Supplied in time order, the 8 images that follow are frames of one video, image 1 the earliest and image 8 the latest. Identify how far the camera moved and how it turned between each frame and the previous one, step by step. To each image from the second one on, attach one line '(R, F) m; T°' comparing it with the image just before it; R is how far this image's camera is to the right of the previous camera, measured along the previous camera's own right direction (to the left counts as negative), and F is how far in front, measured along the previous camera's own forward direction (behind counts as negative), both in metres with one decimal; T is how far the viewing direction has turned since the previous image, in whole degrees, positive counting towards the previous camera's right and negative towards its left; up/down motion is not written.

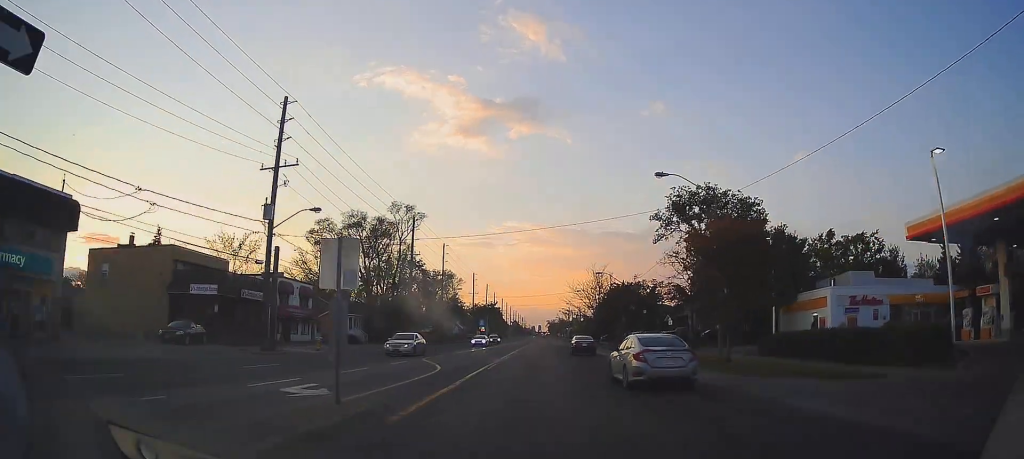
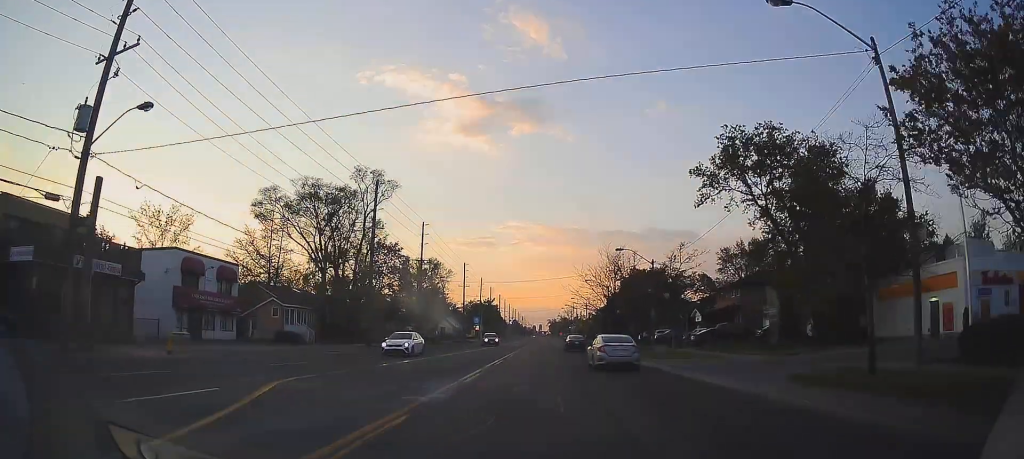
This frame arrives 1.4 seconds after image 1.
(+0.1, +16.4) m; -1°
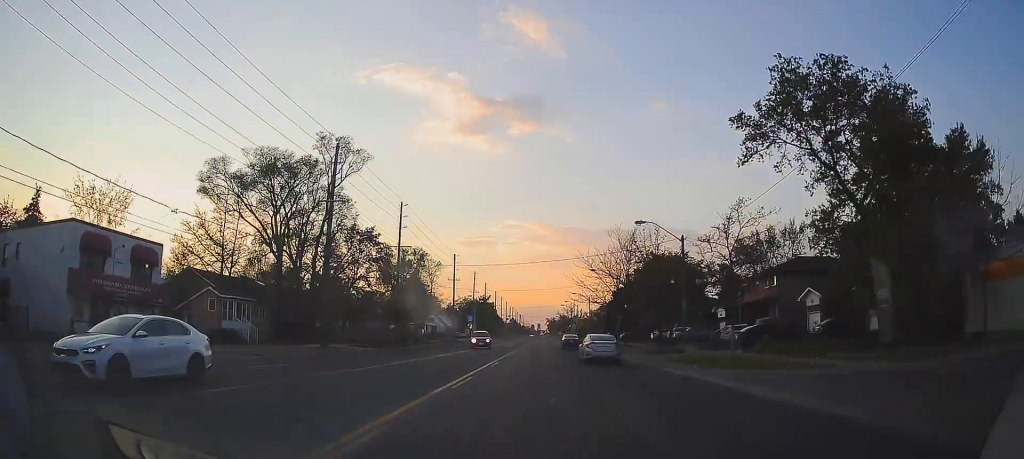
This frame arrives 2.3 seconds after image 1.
(-0.2, +10.8) m; -1°
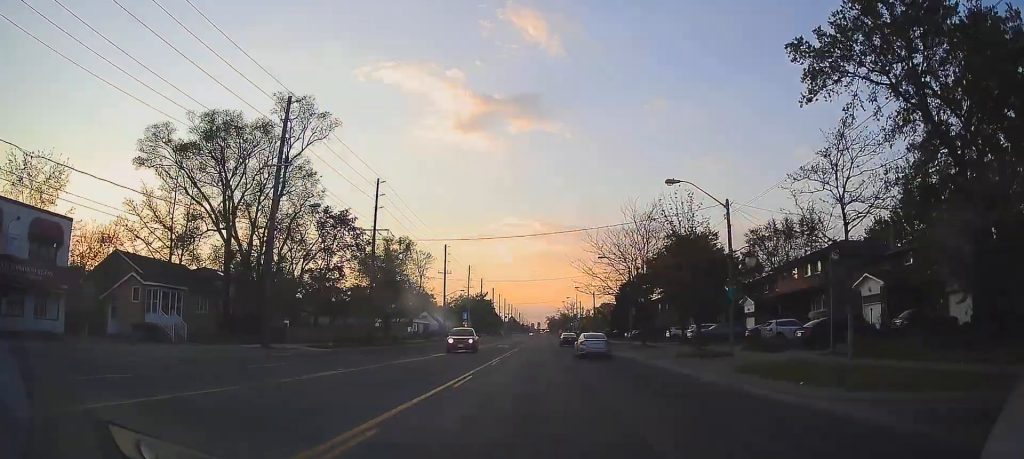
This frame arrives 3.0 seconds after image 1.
(0.0, +9.5) m; 0°
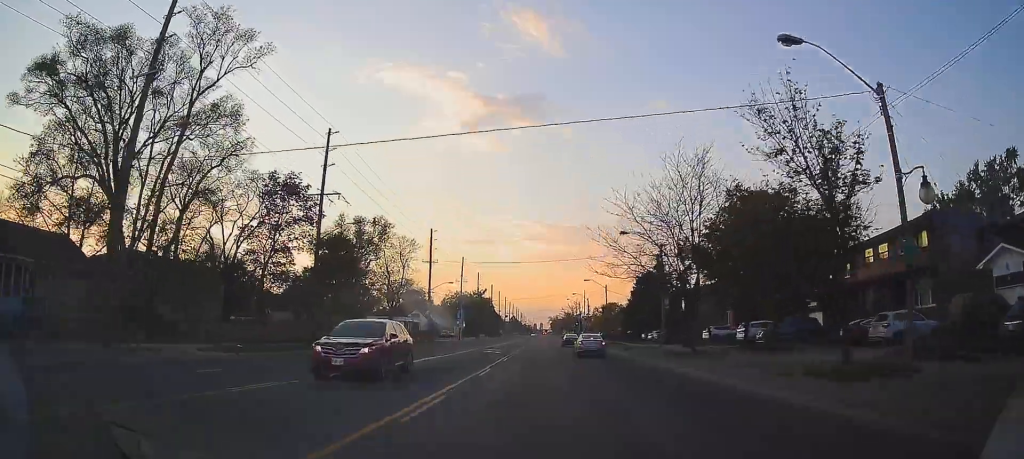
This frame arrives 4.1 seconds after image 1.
(+0.2, +14.2) m; +2°
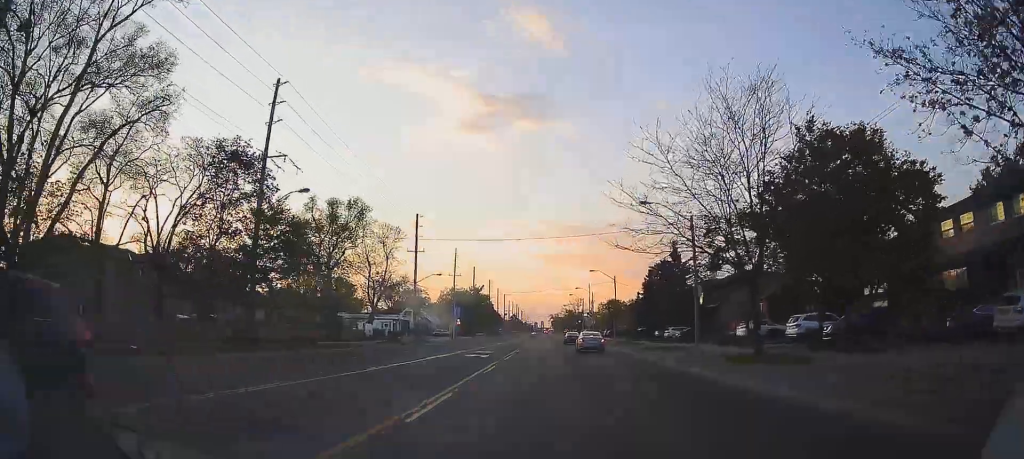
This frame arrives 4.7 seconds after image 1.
(+0.2, +8.6) m; 0°
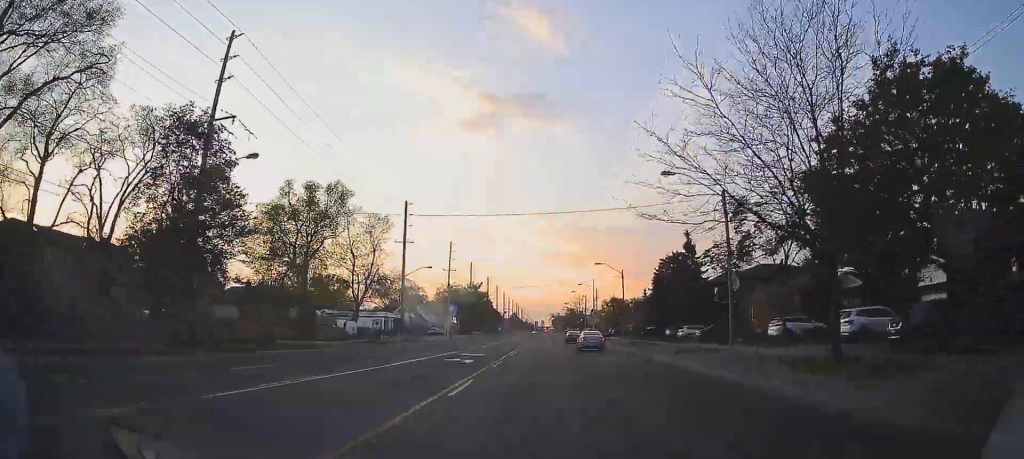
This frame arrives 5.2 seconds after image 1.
(0.0, +6.4) m; 0°
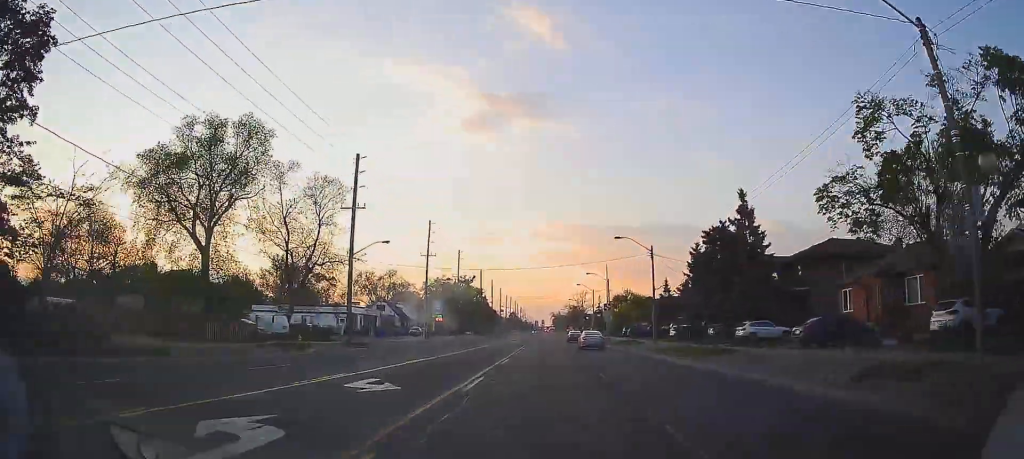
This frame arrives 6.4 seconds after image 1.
(-0.3, +17.0) m; -1°
